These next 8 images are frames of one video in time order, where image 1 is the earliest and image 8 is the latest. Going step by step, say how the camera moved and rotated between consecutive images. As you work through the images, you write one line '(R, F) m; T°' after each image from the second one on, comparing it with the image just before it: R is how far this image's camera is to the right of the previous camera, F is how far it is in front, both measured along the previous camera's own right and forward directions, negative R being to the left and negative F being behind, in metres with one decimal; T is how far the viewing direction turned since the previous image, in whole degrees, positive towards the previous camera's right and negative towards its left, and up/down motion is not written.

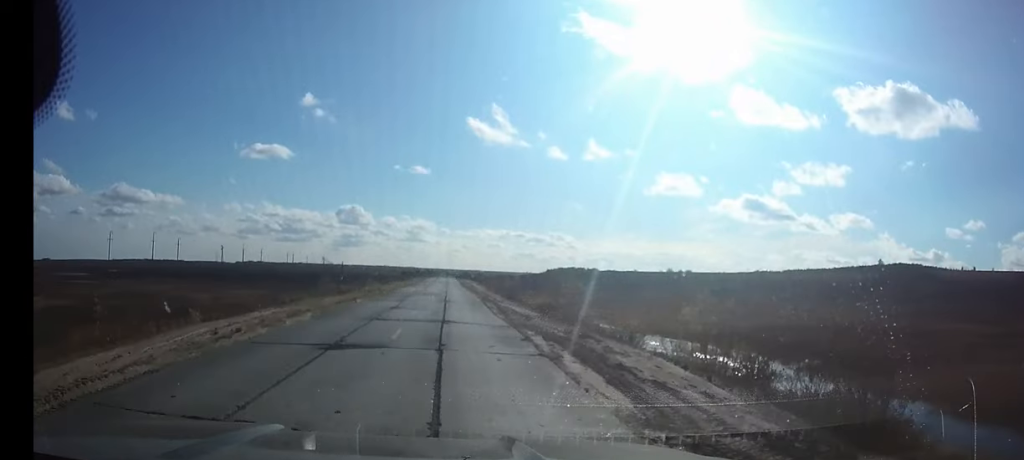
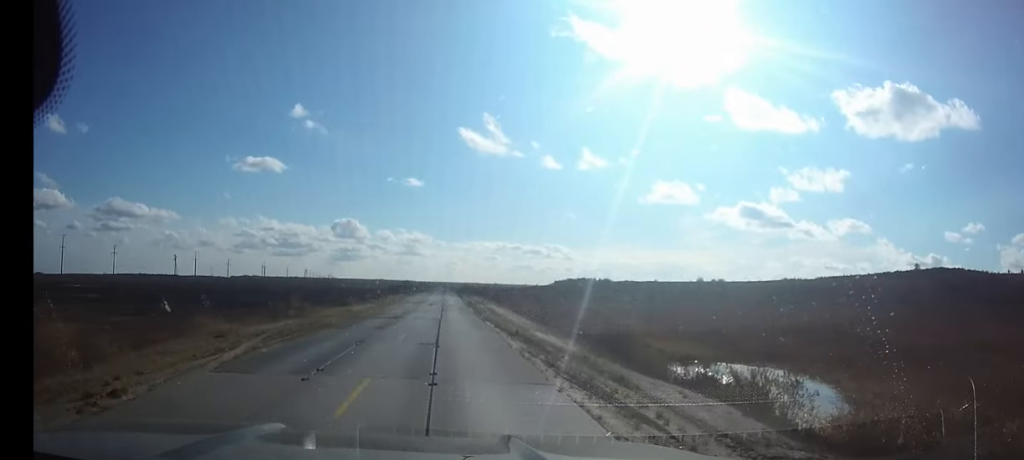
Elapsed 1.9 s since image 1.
(0.0, +44.2) m; 0°
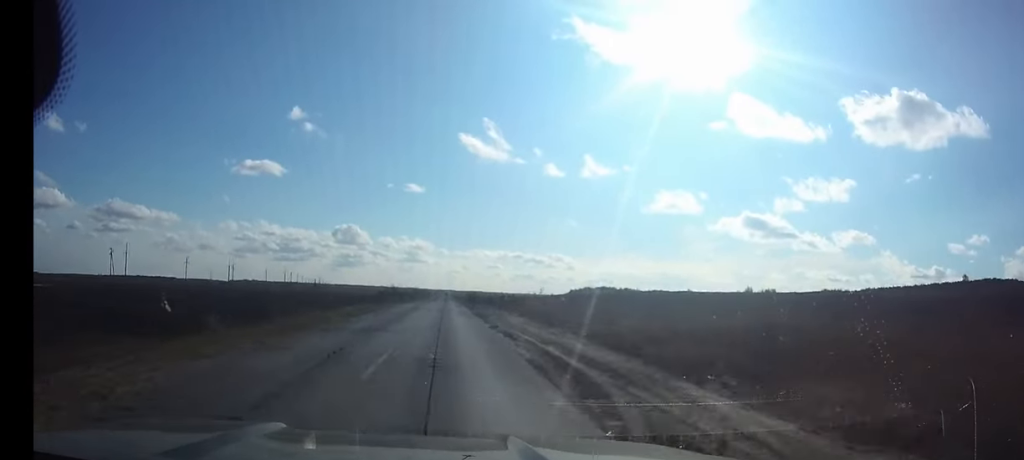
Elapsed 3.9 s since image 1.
(+0.1, +45.7) m; 0°
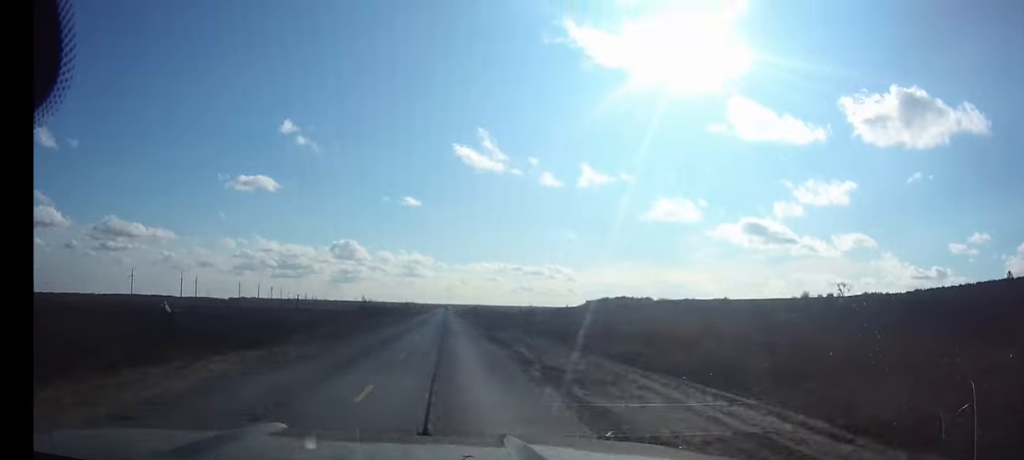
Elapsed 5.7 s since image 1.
(0.0, +40.8) m; 0°
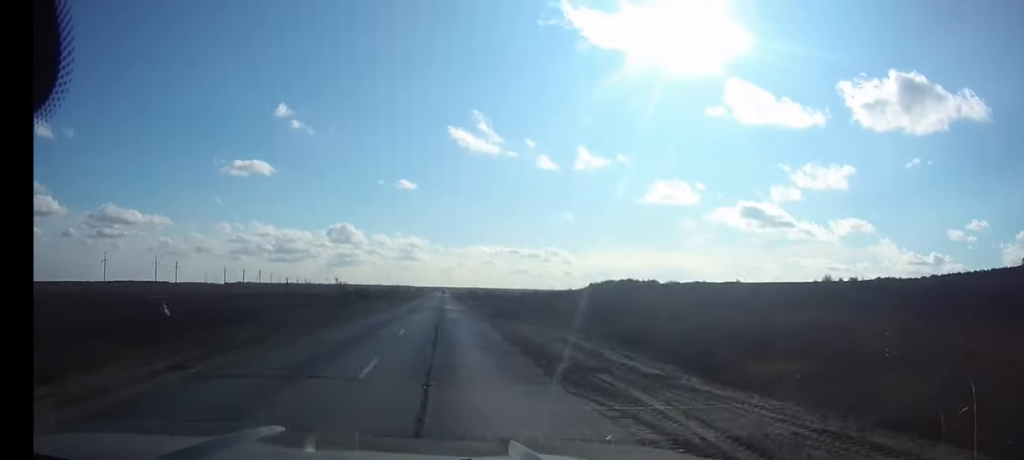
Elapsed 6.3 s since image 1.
(0.0, +14.4) m; 0°
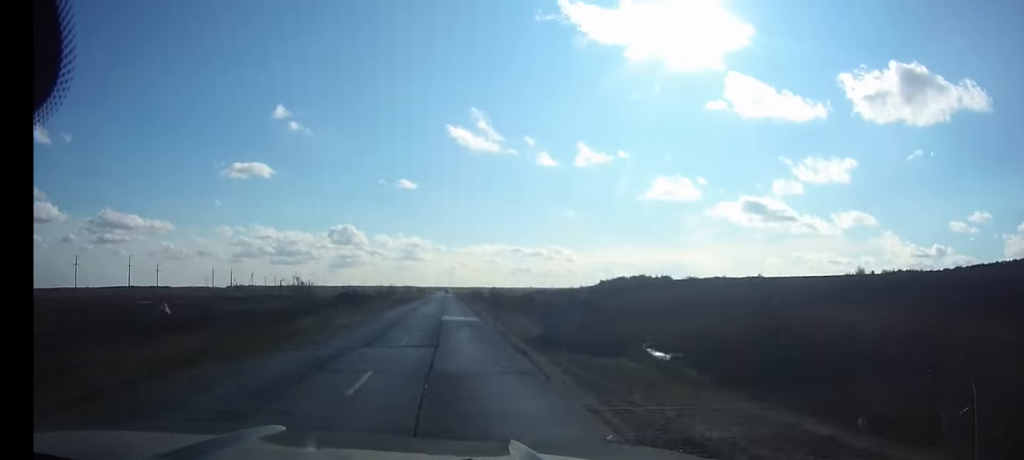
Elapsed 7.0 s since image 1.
(0.0, +15.4) m; 0°
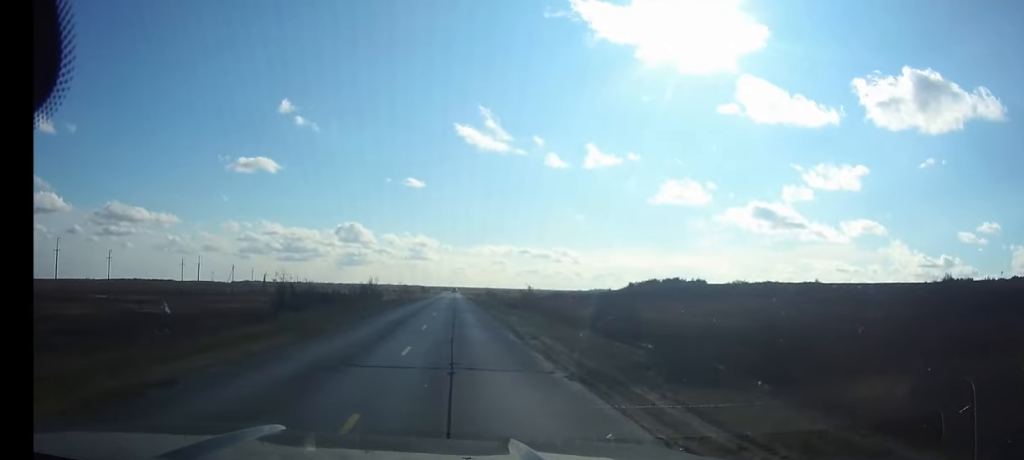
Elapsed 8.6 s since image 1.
(0.0, +35.5) m; 0°
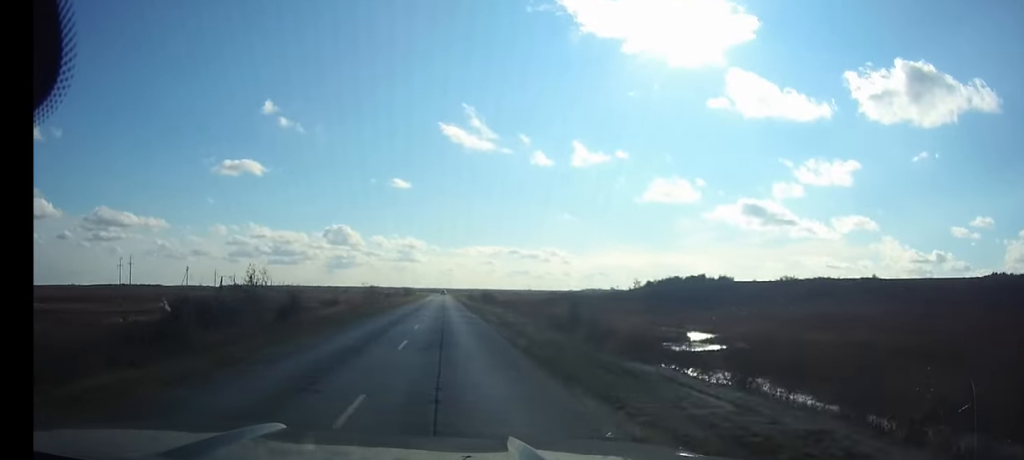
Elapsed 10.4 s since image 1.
(+0.1, +38.7) m; 0°
